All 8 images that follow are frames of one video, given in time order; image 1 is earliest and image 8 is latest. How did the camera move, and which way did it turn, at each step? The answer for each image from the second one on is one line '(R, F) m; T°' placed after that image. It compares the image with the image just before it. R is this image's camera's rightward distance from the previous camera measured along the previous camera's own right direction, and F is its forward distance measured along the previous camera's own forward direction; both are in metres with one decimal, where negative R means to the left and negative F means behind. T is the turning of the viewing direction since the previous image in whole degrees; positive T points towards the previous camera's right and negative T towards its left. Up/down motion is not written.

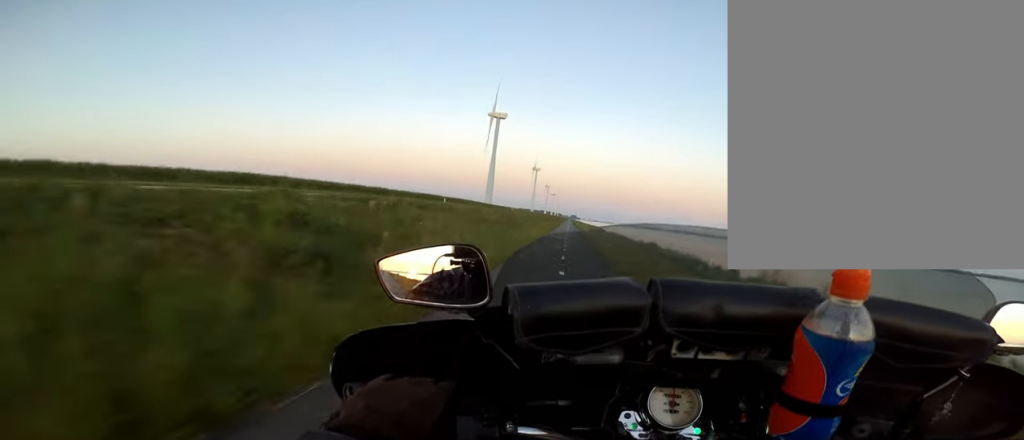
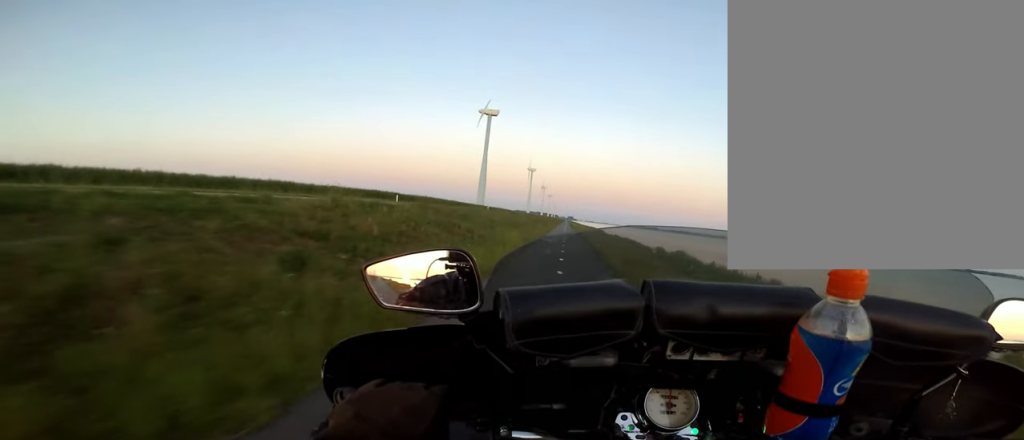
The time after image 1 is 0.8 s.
(+0.2, +11.6) m; +1°
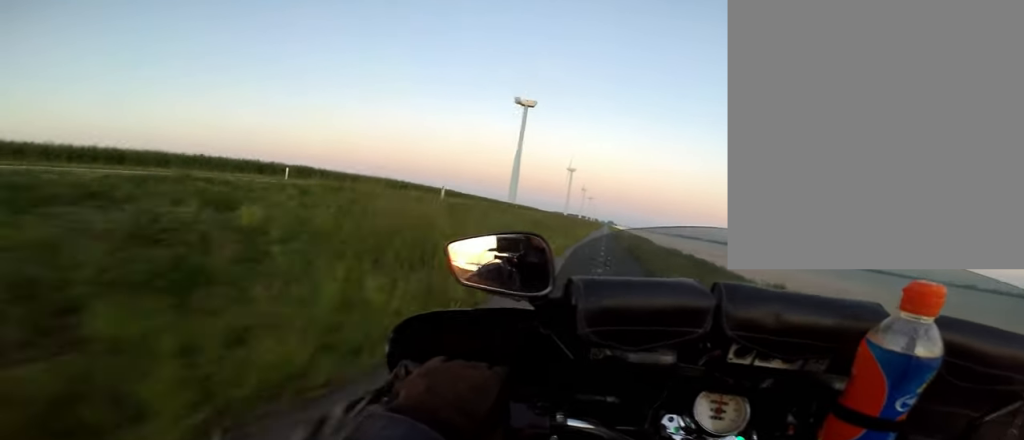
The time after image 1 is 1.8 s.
(-0.1, +17.0) m; 0°
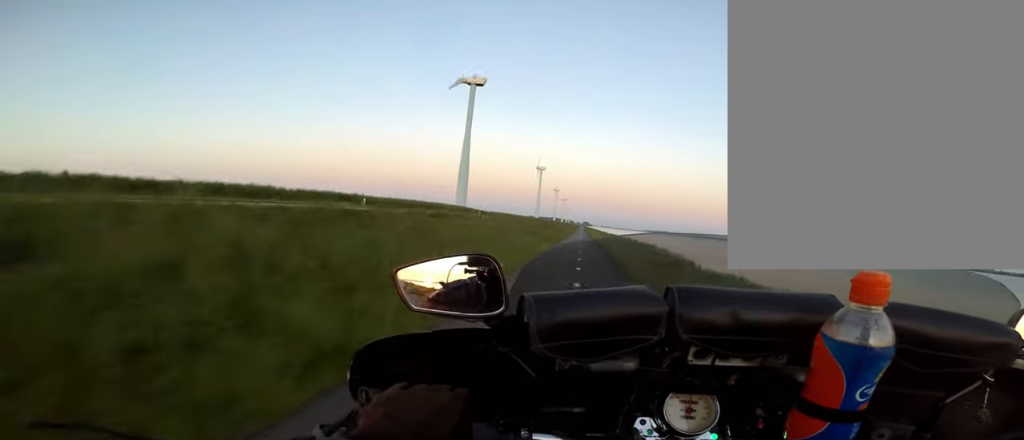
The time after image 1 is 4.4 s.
(-0.8, +41.2) m; 0°
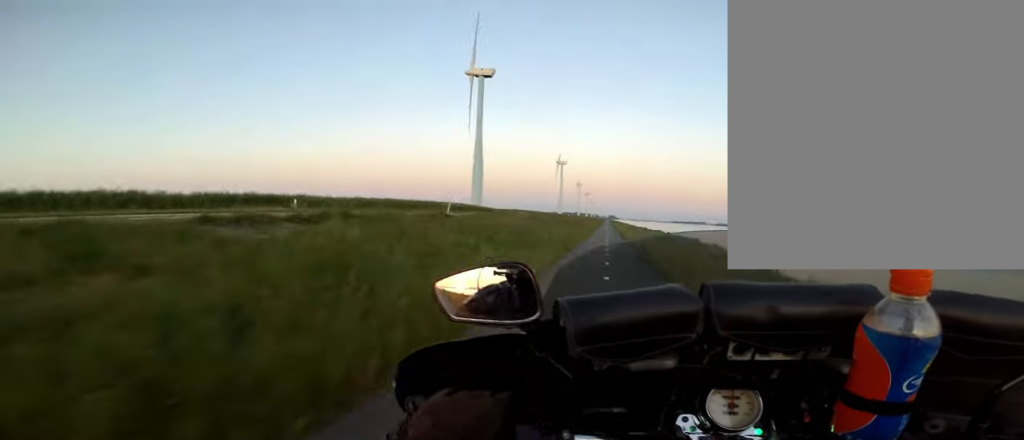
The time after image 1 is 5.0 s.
(+0.2, +8.7) m; 0°
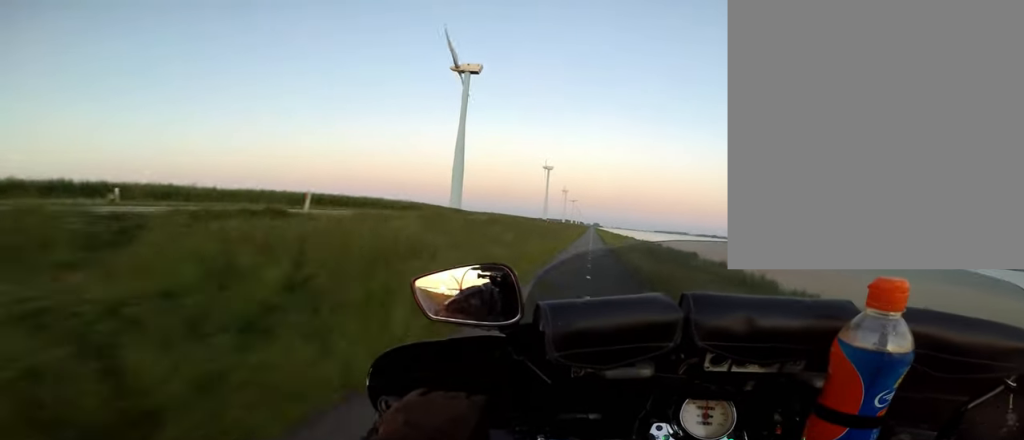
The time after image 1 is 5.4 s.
(+0.2, +7.3) m; 0°
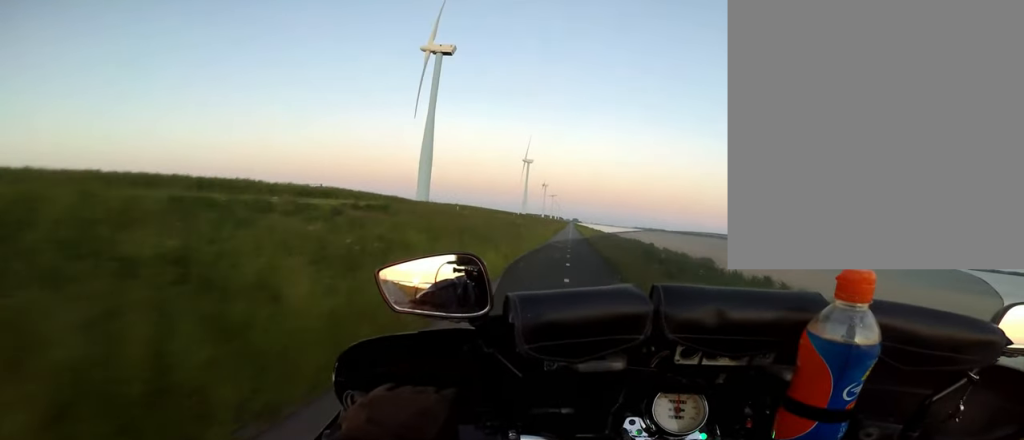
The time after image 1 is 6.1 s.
(-0.4, +10.6) m; -1°
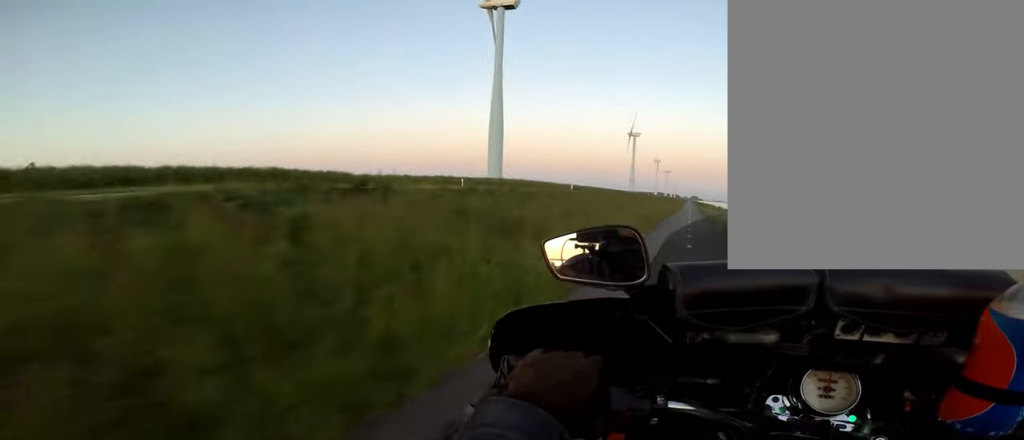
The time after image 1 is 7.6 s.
(-0.3, +23.9) m; -2°
